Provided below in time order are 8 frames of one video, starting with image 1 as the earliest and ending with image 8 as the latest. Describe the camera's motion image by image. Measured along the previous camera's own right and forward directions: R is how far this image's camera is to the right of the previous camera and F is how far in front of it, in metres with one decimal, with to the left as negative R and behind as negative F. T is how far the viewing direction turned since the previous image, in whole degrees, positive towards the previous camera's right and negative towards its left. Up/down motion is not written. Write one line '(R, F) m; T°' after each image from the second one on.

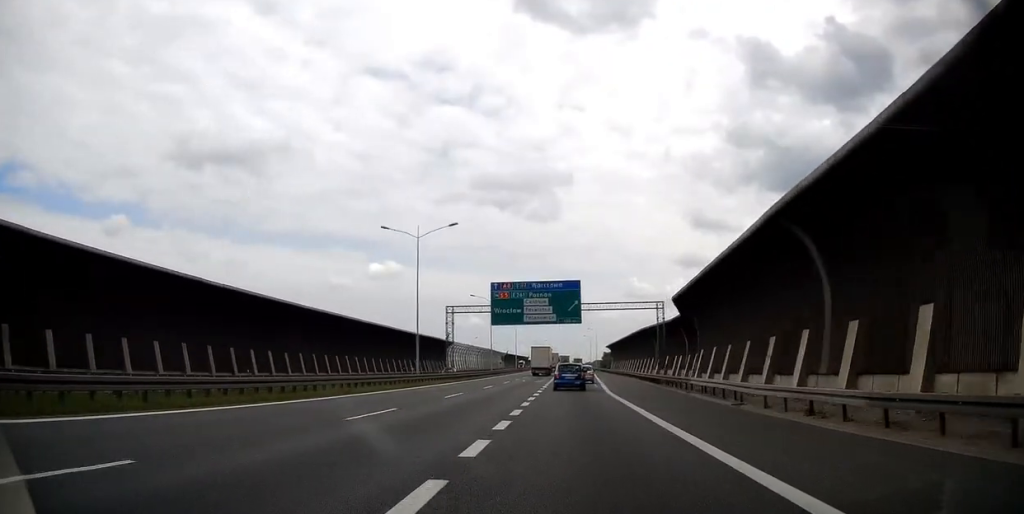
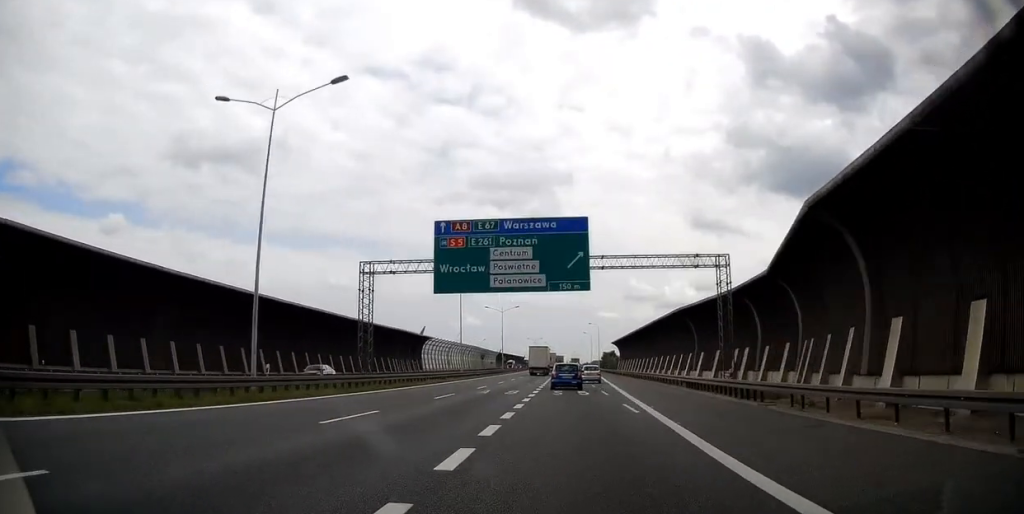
(+0.2, +25.6) m; 0°
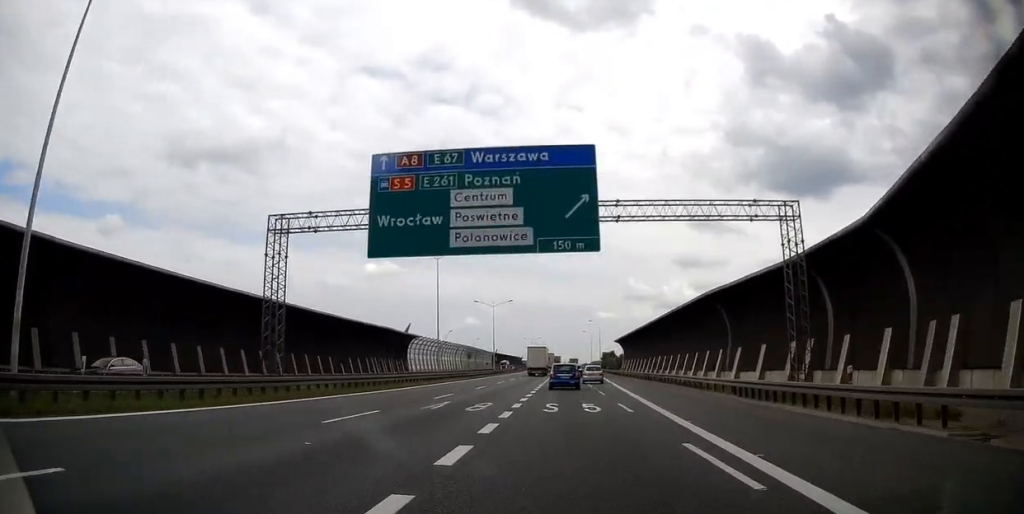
(-0.2, +11.7) m; 0°
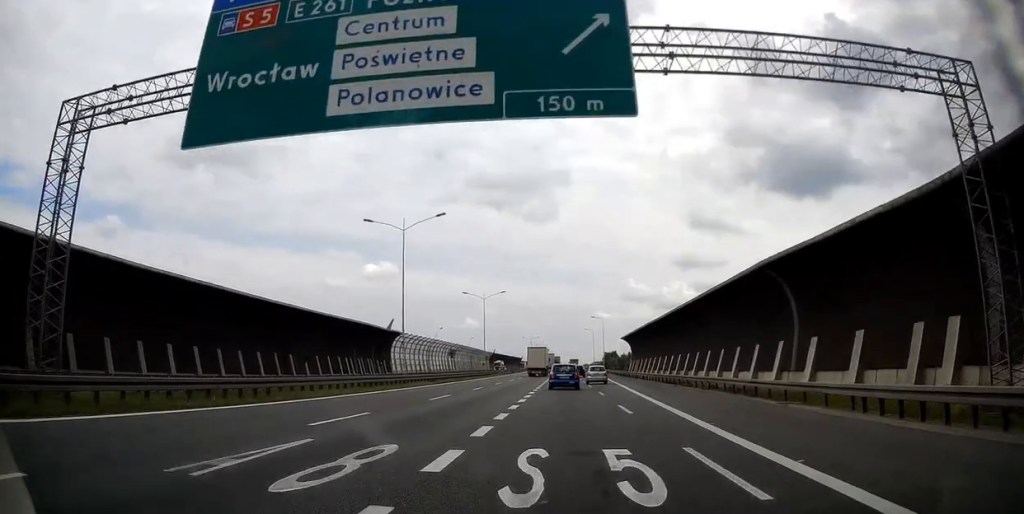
(0.0, +12.6) m; 0°
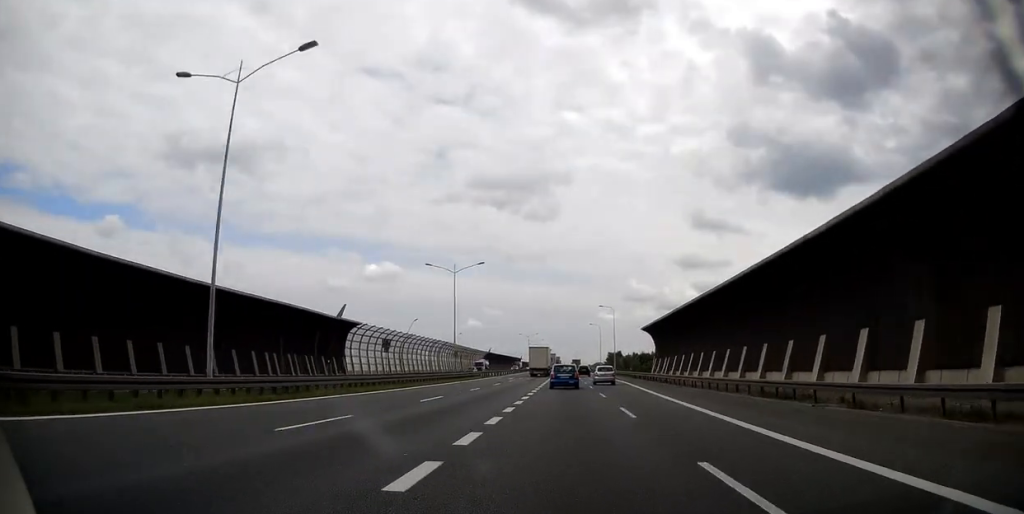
(+0.3, +25.6) m; 0°
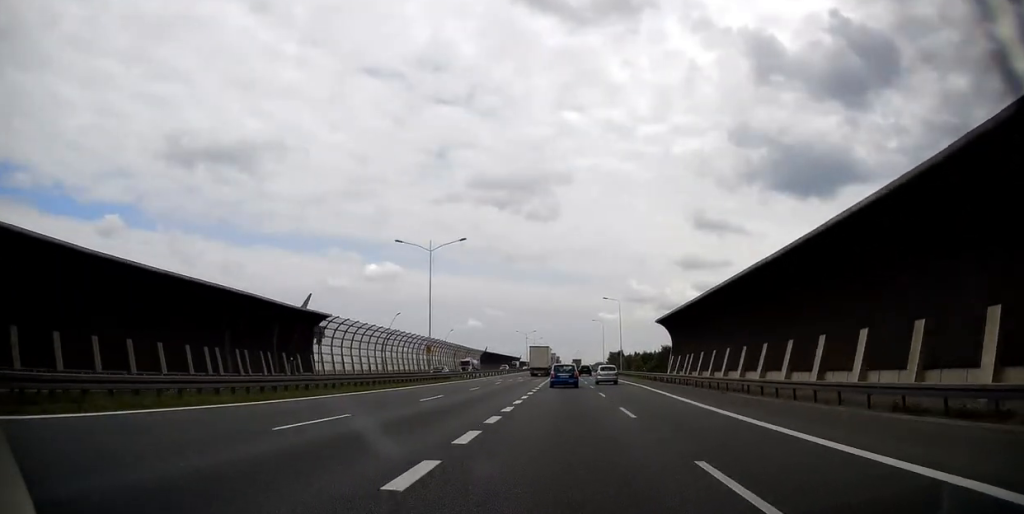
(+0.1, +12.1) m; 0°
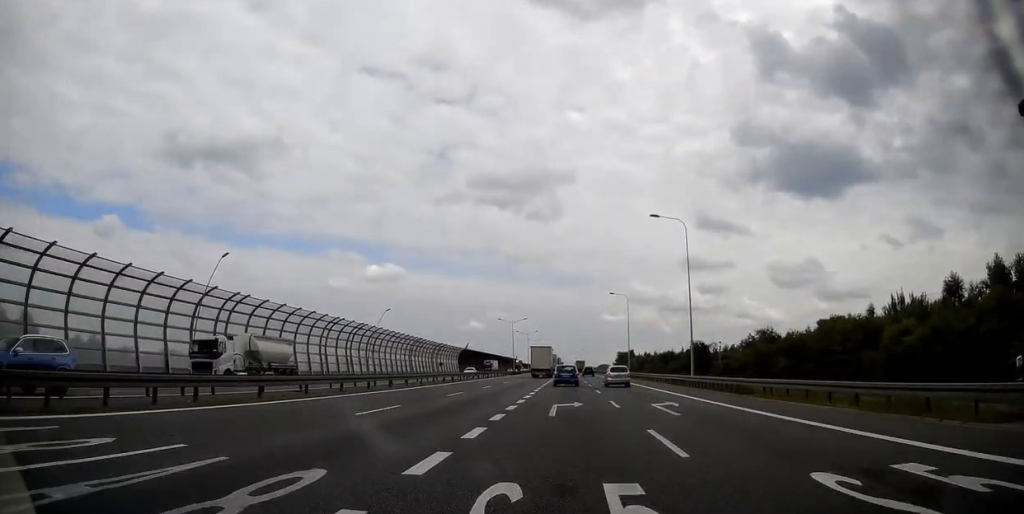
(-0.2, +55.5) m; 0°
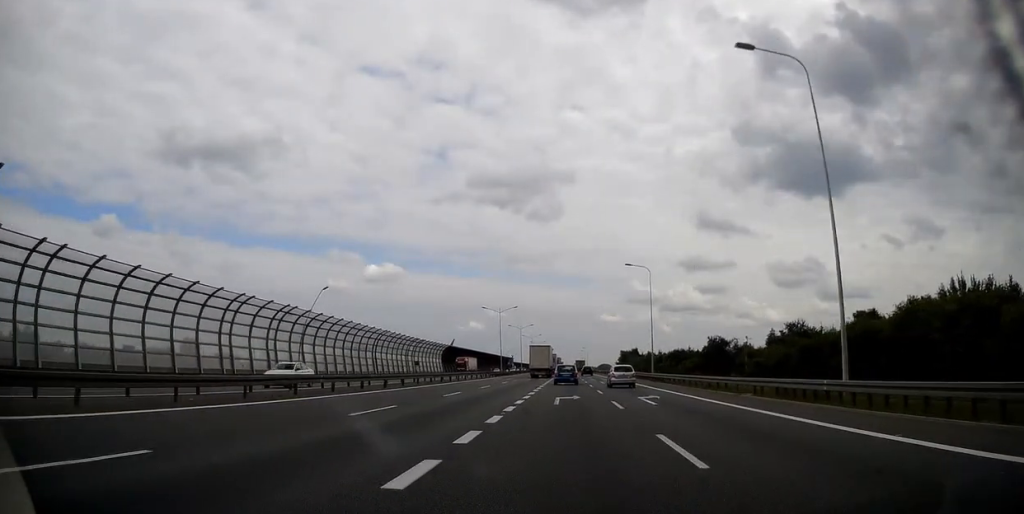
(-0.3, +25.1) m; 0°
